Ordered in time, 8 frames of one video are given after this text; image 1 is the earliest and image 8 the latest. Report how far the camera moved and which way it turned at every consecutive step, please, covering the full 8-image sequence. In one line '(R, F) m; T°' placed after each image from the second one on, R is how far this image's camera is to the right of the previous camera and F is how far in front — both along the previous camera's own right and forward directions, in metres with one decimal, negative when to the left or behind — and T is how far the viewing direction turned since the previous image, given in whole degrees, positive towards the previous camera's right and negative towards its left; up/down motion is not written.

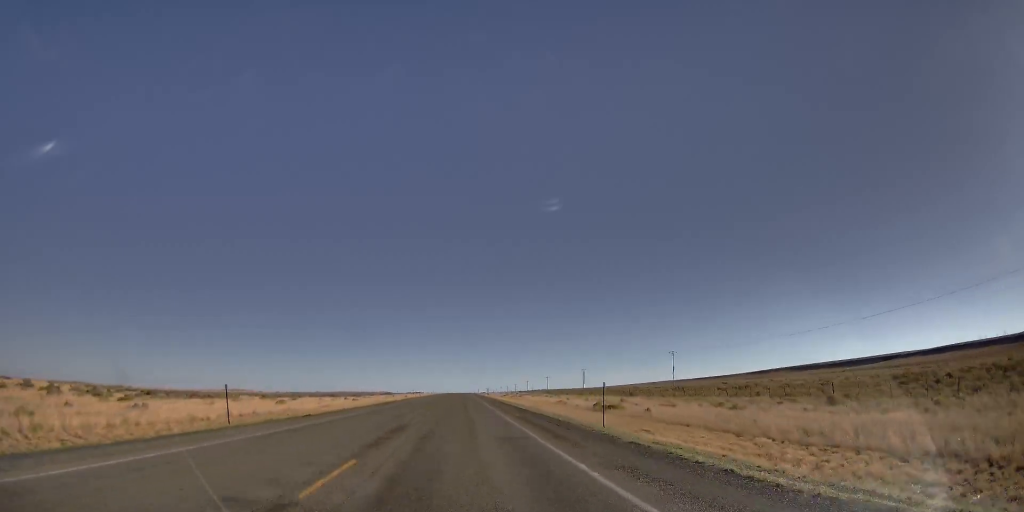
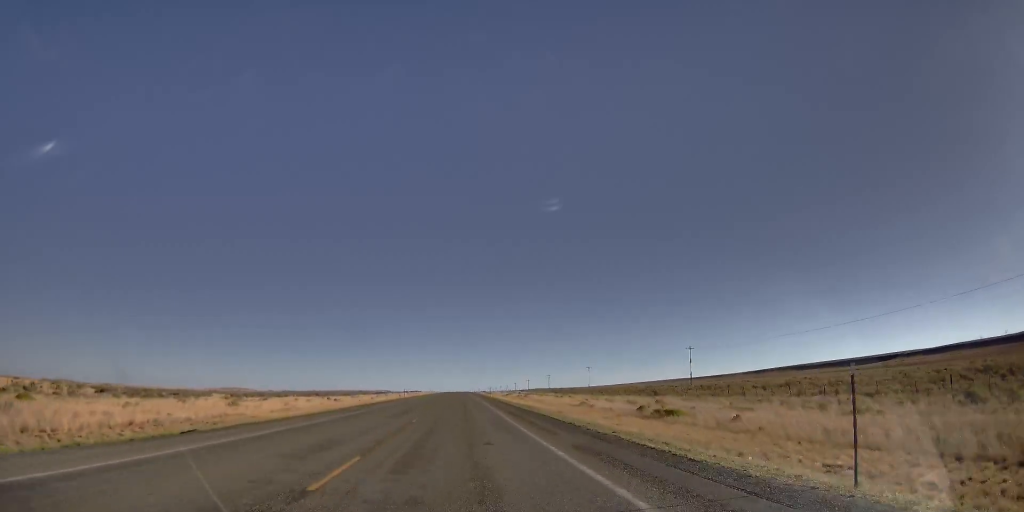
(-0.1, +14.6) m; -1°
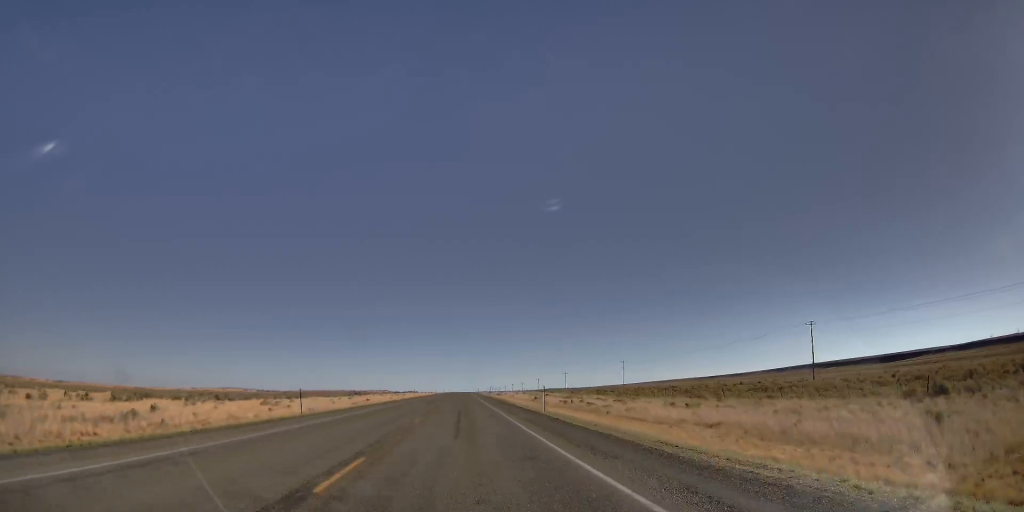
(-1.3, +59.1) m; 0°
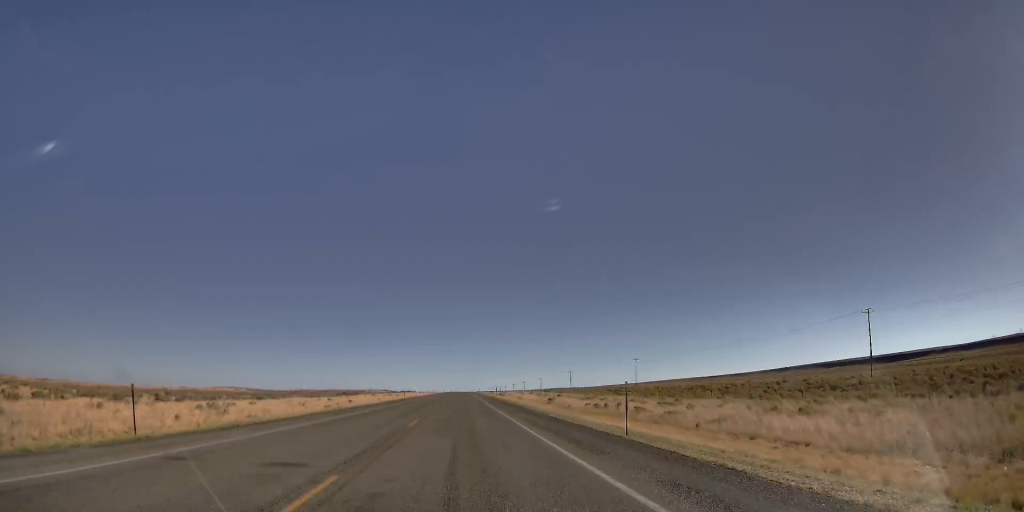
(+0.4, +17.5) m; +1°
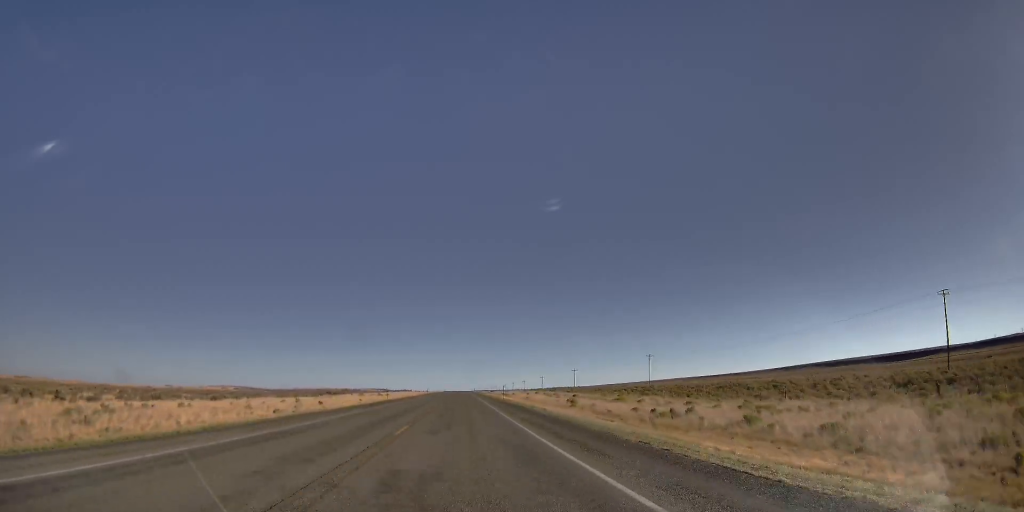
(+0.1, +18.6) m; +1°
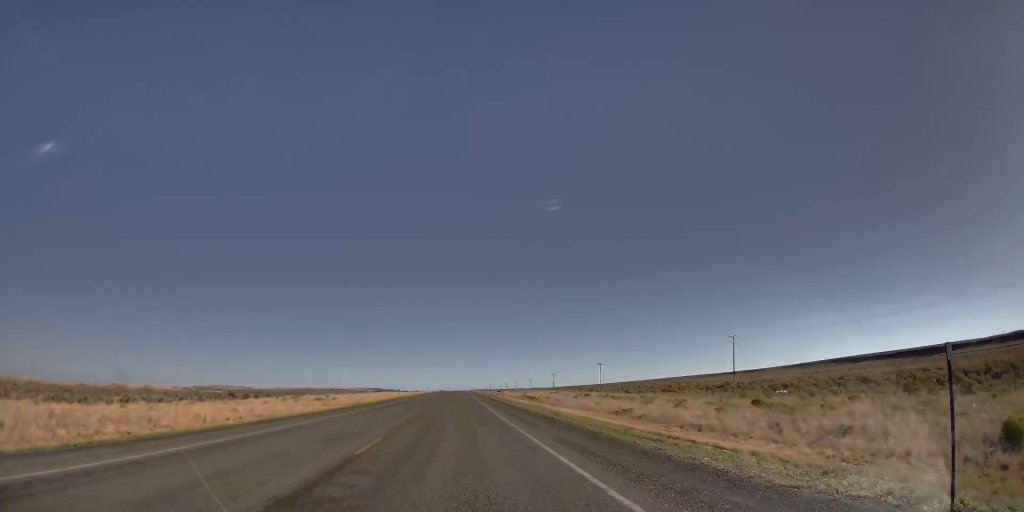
(-0.7, +66.1) m; -2°
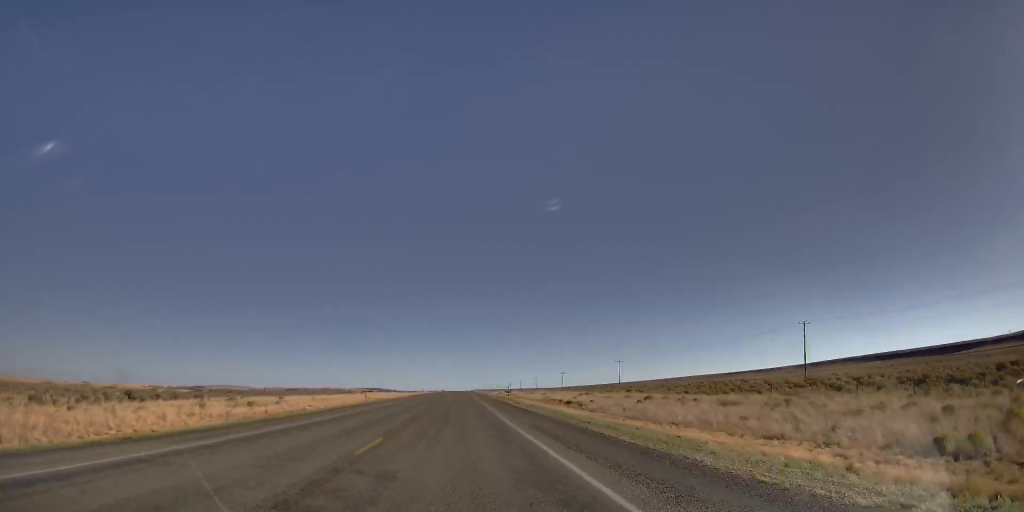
(+0.2, +30.8) m; 0°
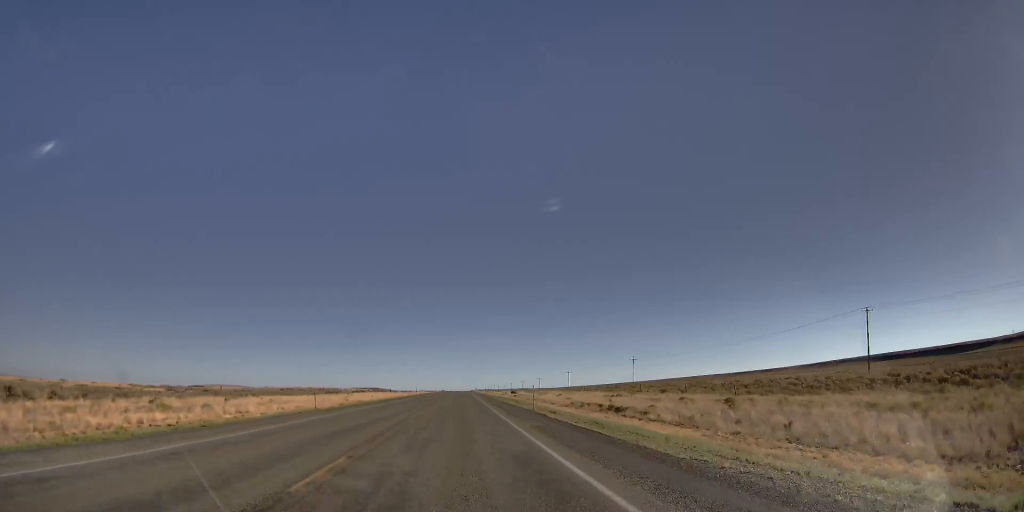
(0.0, +19.9) m; 0°
